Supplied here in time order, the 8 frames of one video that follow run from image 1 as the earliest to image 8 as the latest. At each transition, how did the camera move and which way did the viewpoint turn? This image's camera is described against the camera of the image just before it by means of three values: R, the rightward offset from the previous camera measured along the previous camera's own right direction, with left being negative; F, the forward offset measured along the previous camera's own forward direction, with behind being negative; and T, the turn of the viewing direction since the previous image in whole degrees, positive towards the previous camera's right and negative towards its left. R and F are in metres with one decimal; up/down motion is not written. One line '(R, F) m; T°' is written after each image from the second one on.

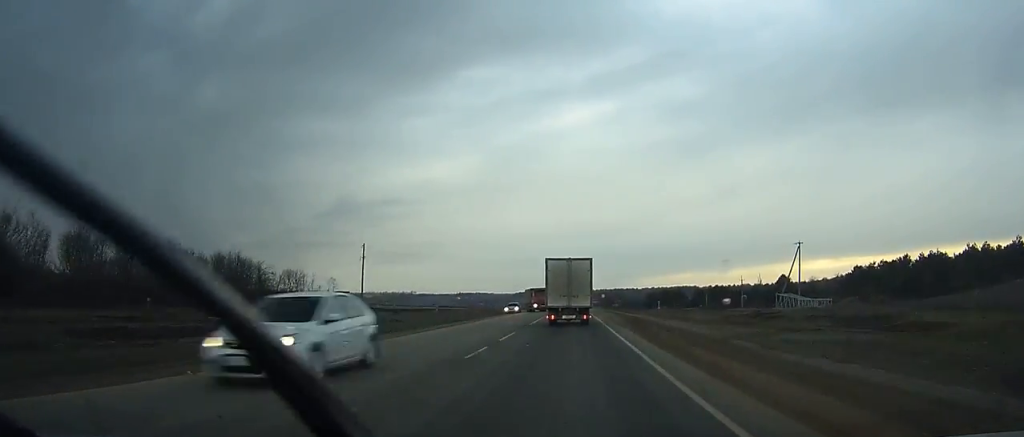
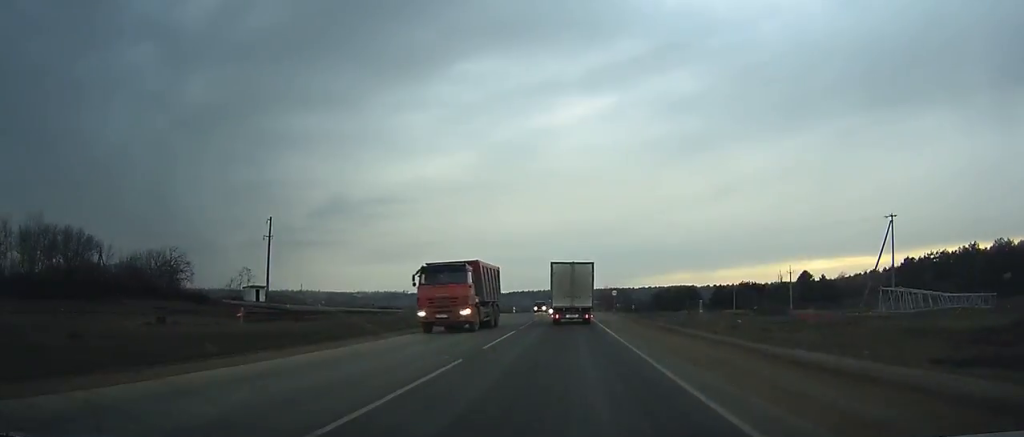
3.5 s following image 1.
(0.0, +38.9) m; 0°
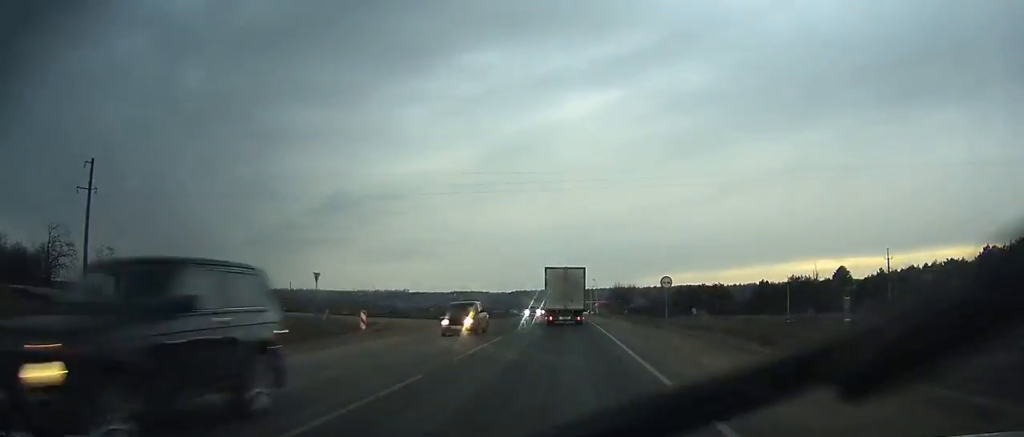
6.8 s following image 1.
(0.0, +38.0) m; 0°
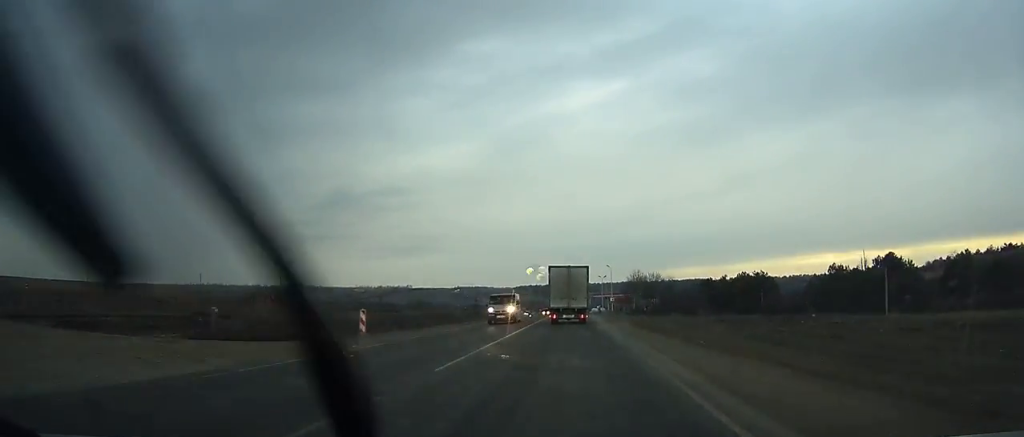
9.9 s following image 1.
(-0.1, +36.9) m; 0°
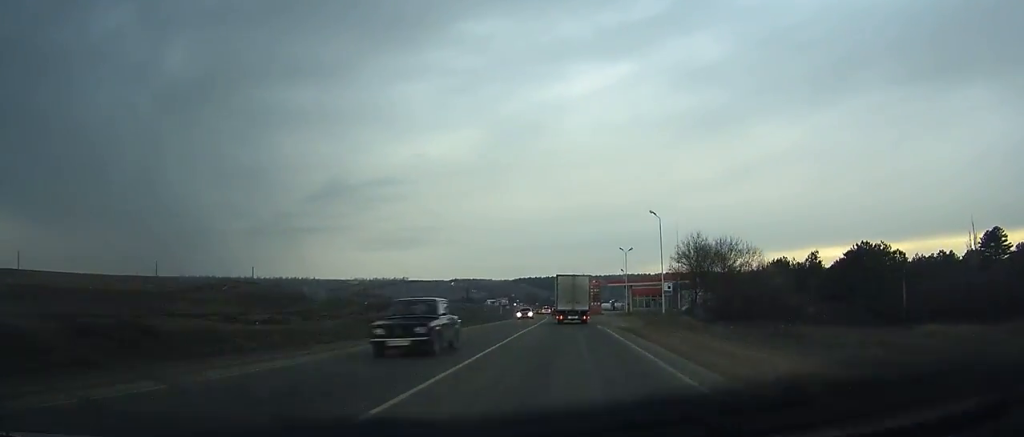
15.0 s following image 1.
(-0.4, +63.6) m; -1°
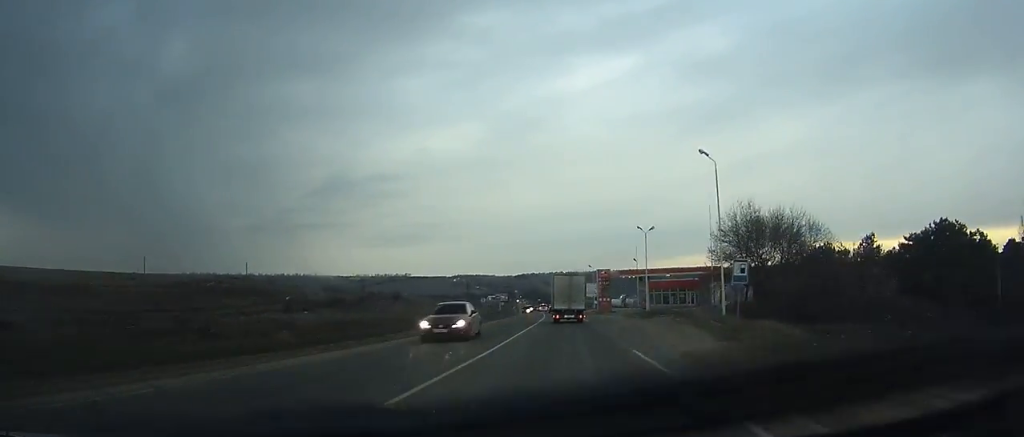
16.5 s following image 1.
(0.0, +19.4) m; 0°
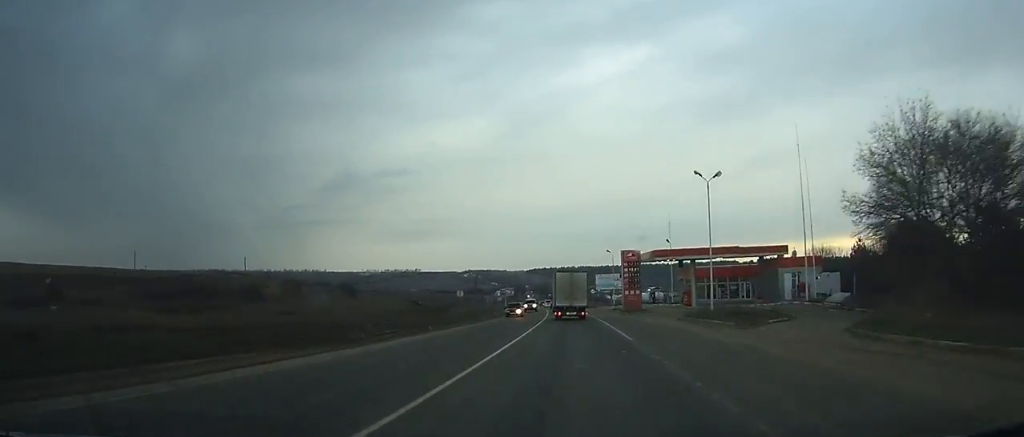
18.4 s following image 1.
(0.0, +25.5) m; -1°
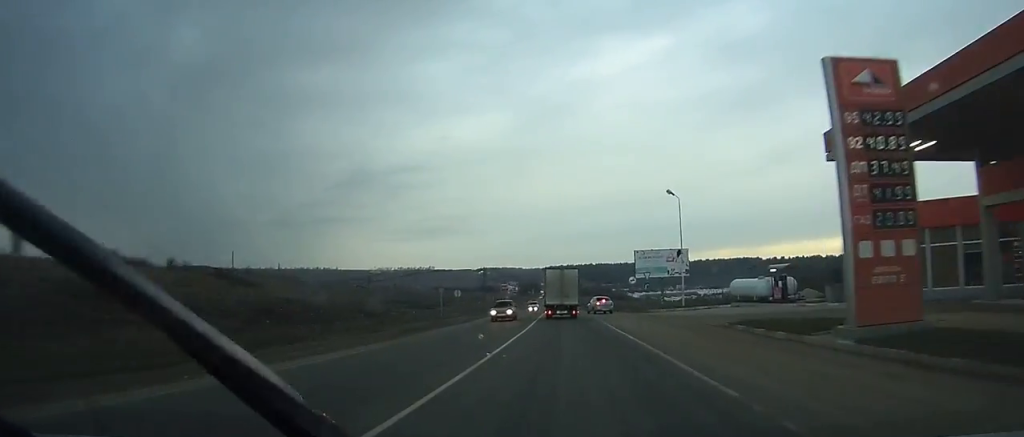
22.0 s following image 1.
(-0.8, +50.0) m; -2°
